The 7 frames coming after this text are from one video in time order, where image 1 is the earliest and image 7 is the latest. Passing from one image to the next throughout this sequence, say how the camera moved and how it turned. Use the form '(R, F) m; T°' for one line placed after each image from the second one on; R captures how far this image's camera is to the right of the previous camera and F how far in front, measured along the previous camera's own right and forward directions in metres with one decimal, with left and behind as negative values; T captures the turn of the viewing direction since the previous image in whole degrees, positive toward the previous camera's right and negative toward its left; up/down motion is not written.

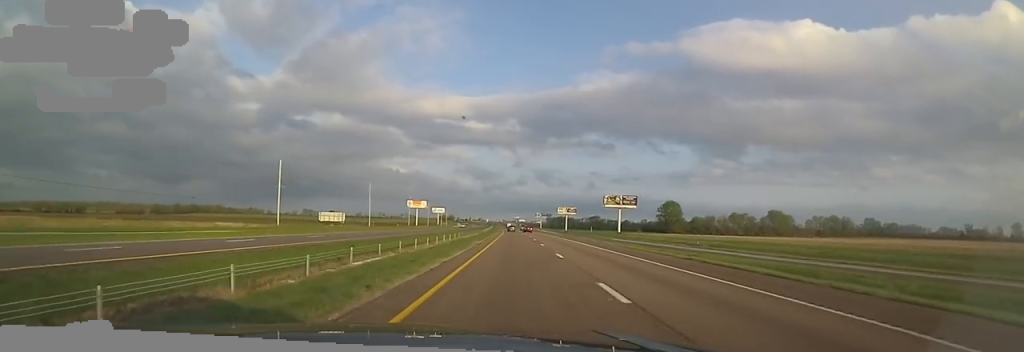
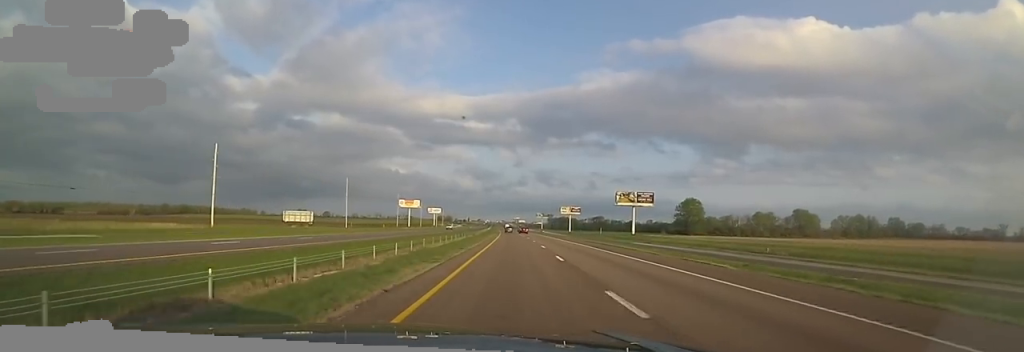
(+0.3, +26.0) m; +1°
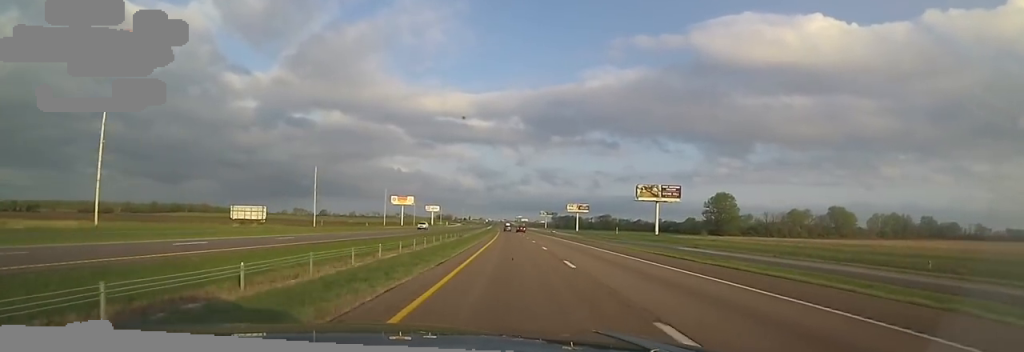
(+0.4, +28.4) m; 0°
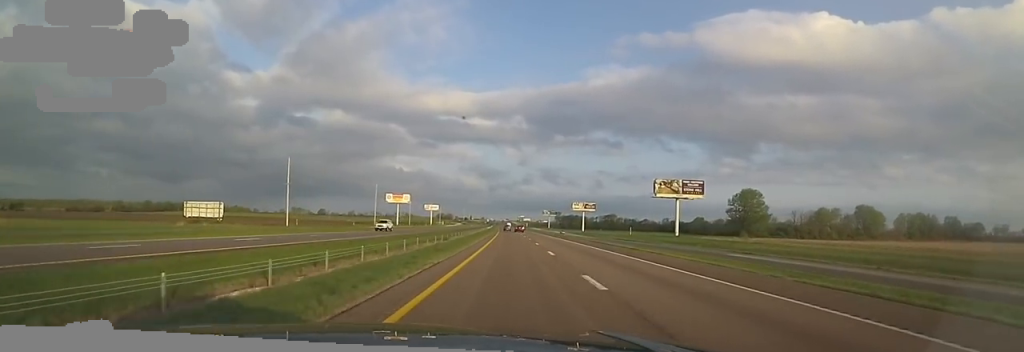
(+0.2, +18.1) m; -1°
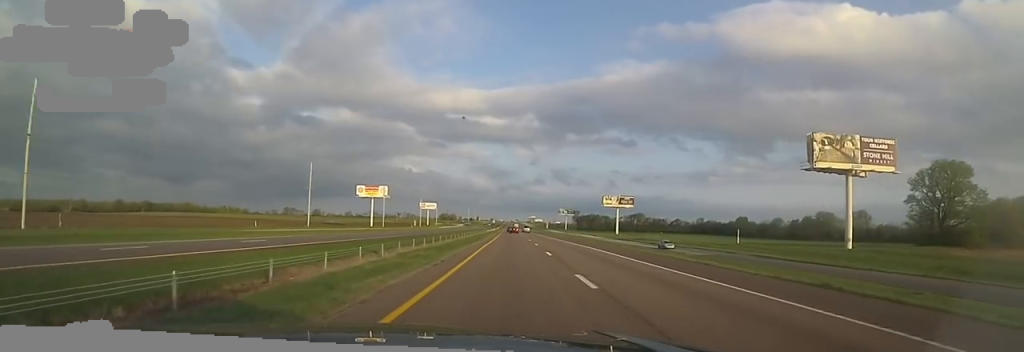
(+0.5, +73.1) m; 0°
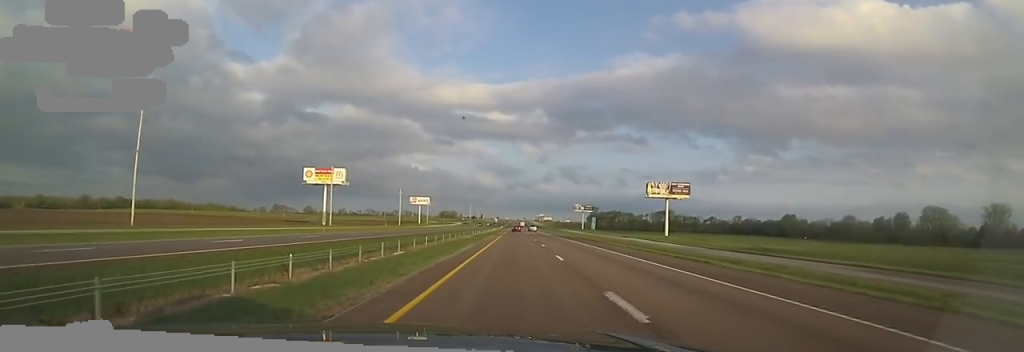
(-1.4, +66.2) m; -2°
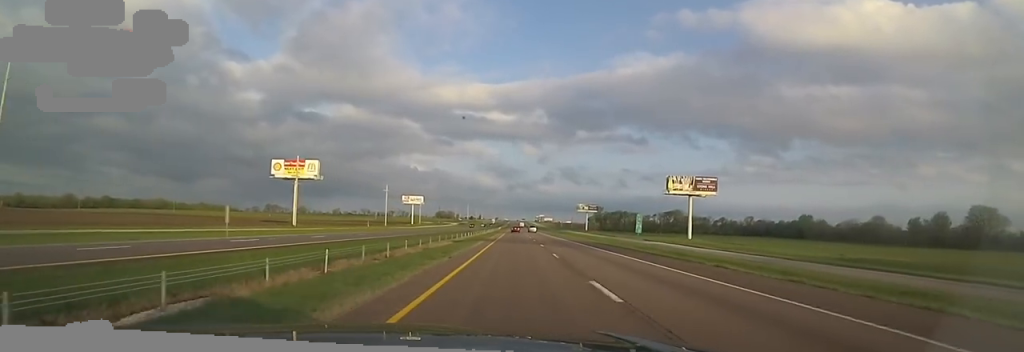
(-0.6, +22.8) m; 0°
